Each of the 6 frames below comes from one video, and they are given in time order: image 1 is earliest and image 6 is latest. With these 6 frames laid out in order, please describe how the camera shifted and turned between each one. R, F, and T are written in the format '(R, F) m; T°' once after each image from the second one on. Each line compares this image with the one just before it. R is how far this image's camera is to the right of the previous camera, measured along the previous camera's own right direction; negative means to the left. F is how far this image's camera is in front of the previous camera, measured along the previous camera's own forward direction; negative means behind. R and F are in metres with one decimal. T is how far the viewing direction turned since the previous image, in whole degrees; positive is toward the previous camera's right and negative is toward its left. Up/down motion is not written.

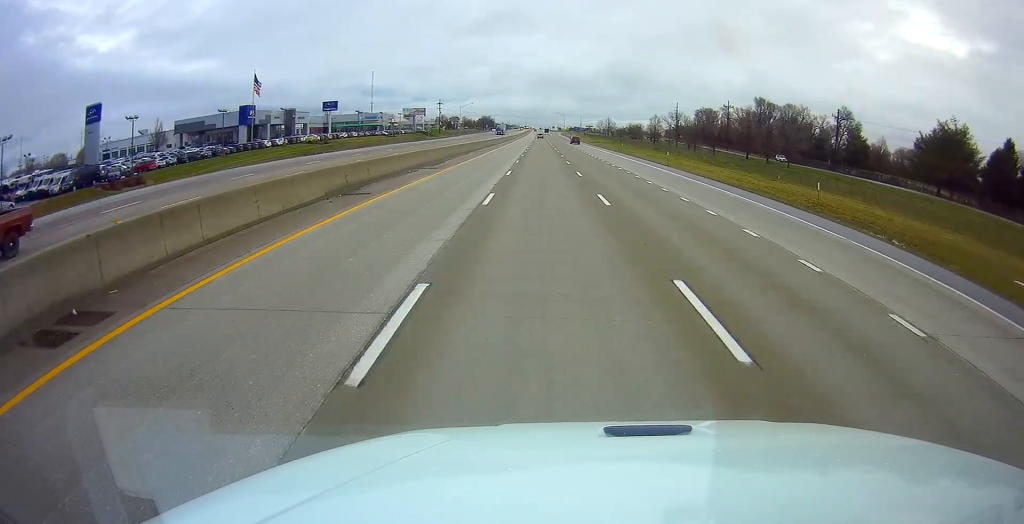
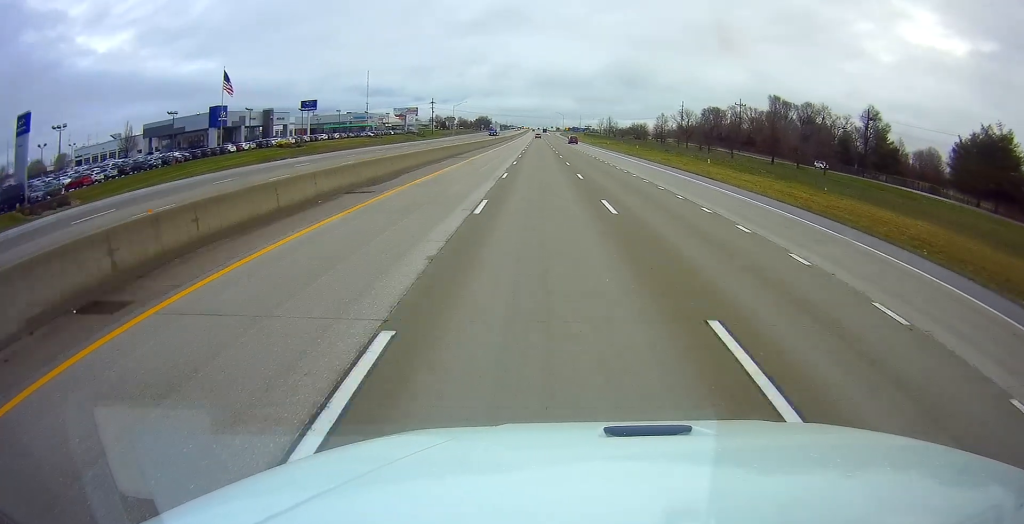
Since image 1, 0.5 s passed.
(+0.3, +14.2) m; 0°
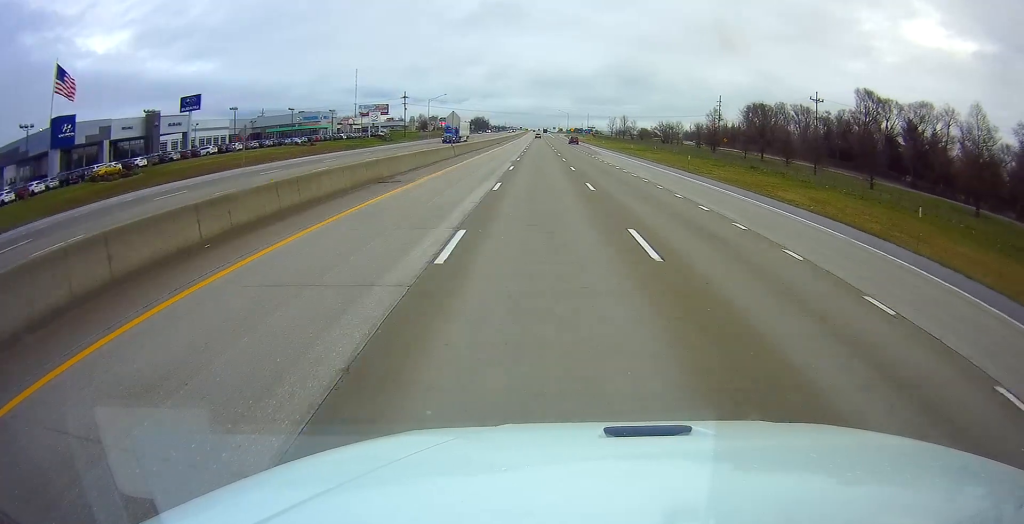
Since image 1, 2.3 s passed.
(-0.7, +54.8) m; -1°
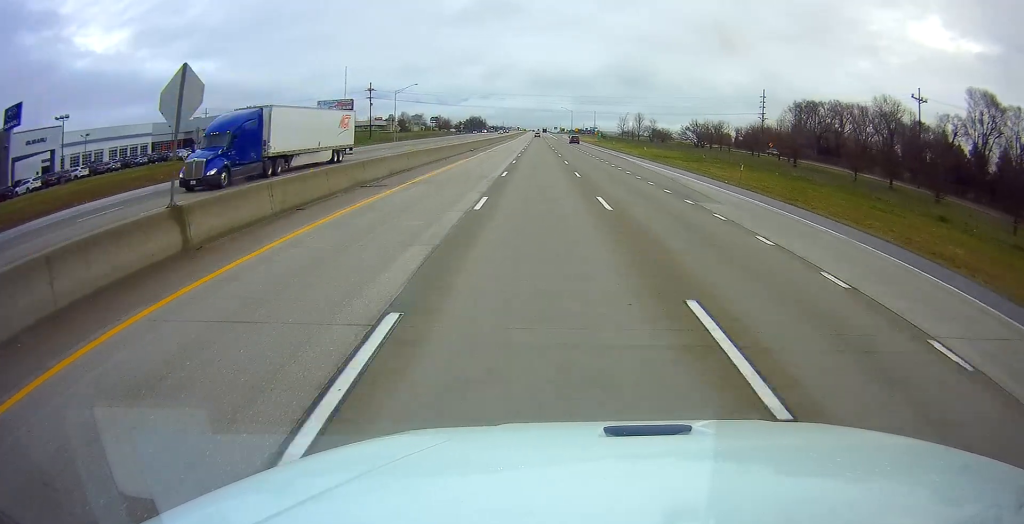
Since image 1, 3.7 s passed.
(+0.7, +42.6) m; +1°
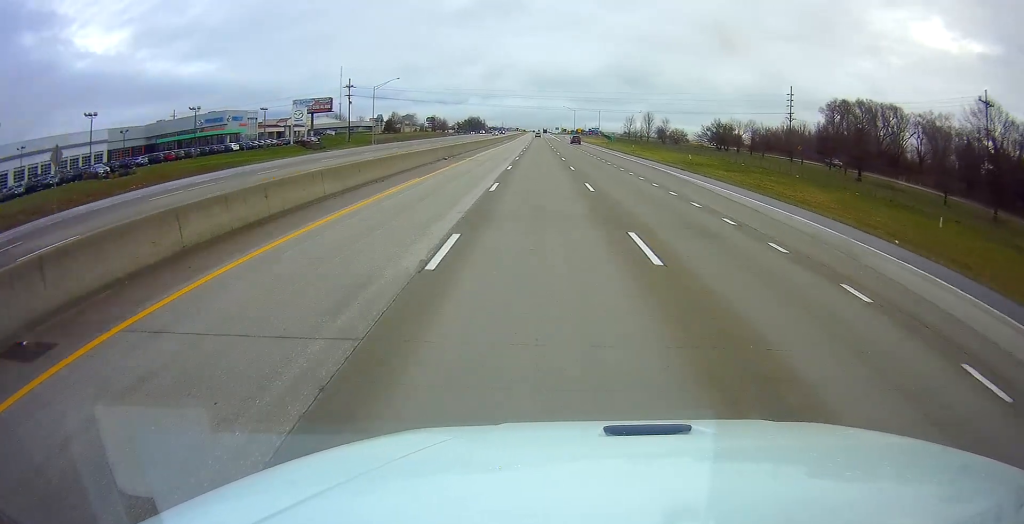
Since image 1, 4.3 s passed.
(-0.1, +19.3) m; -1°
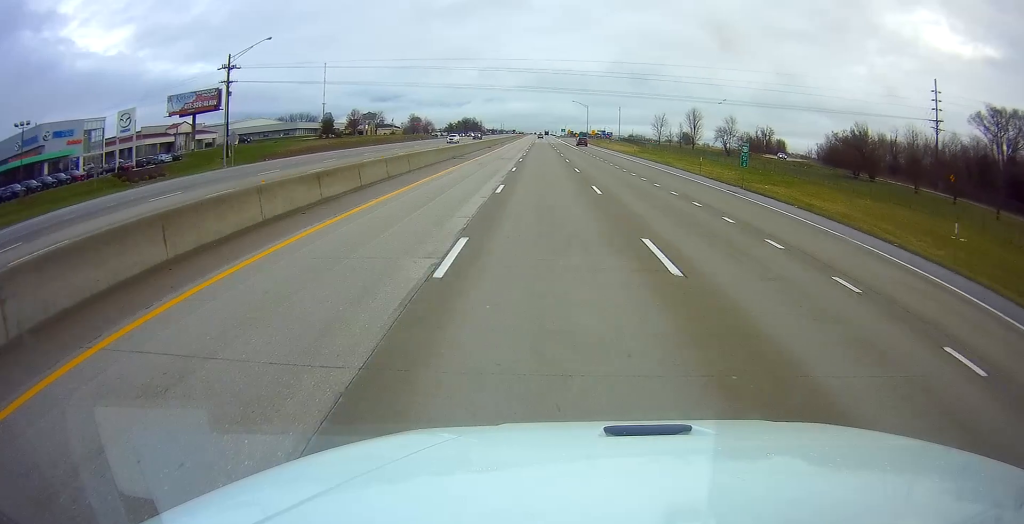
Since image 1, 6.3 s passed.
(-0.8, +61.8) m; 0°
